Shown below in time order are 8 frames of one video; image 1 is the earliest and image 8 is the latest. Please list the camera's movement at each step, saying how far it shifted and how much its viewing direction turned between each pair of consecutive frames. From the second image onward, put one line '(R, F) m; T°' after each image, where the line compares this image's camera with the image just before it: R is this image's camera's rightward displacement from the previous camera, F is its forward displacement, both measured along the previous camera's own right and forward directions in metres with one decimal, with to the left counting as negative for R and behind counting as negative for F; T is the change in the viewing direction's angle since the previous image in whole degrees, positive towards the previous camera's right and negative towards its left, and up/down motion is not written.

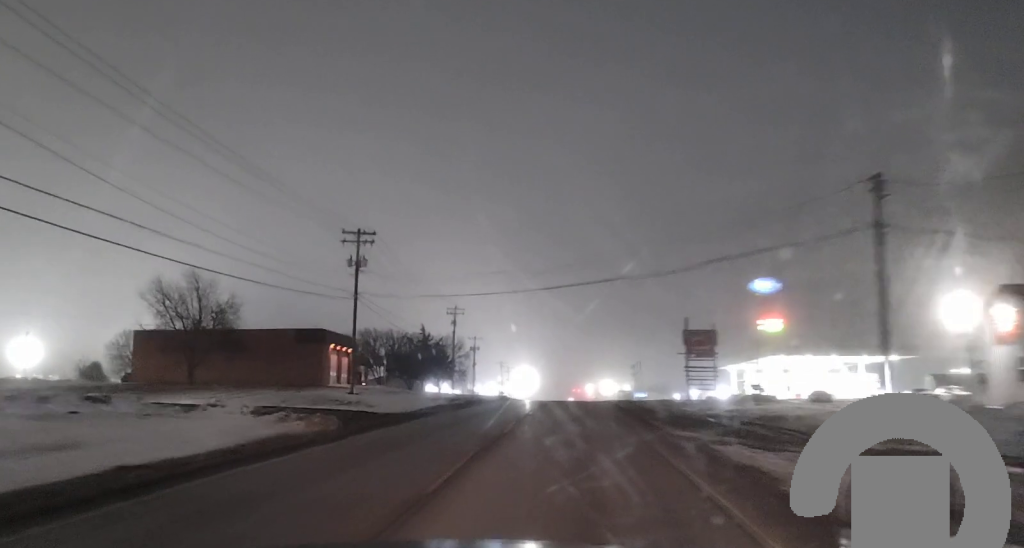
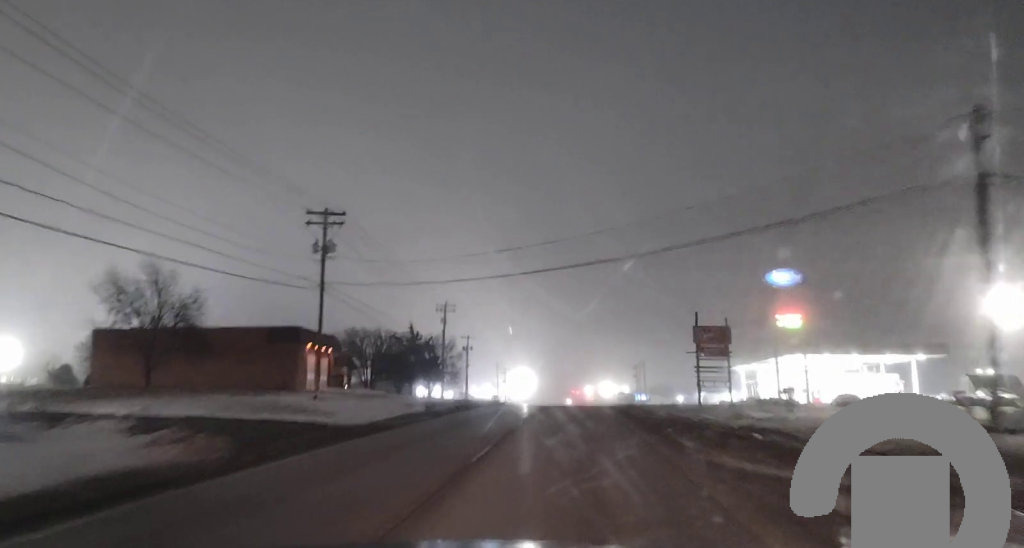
(-0.1, +7.9) m; -1°
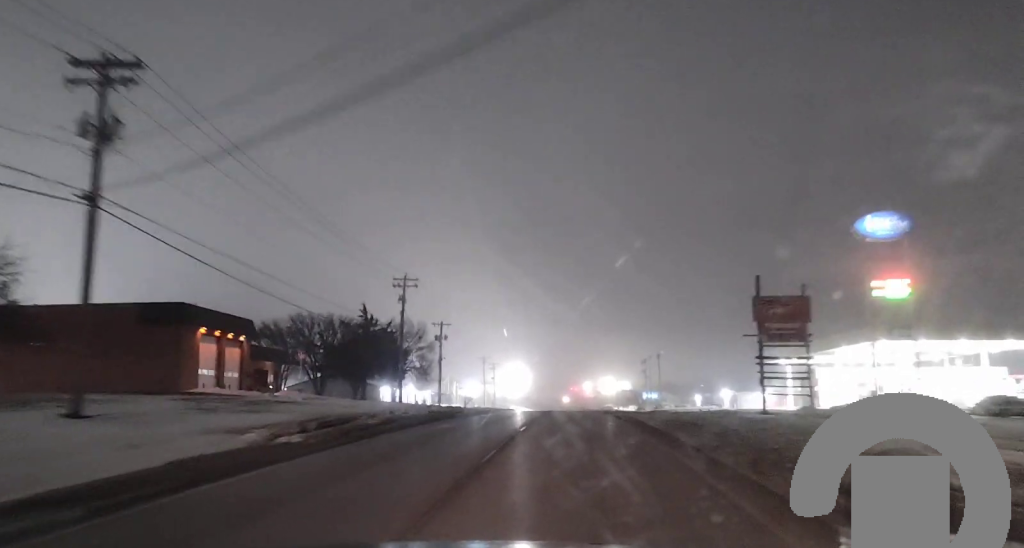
(+0.4, +24.6) m; +1°
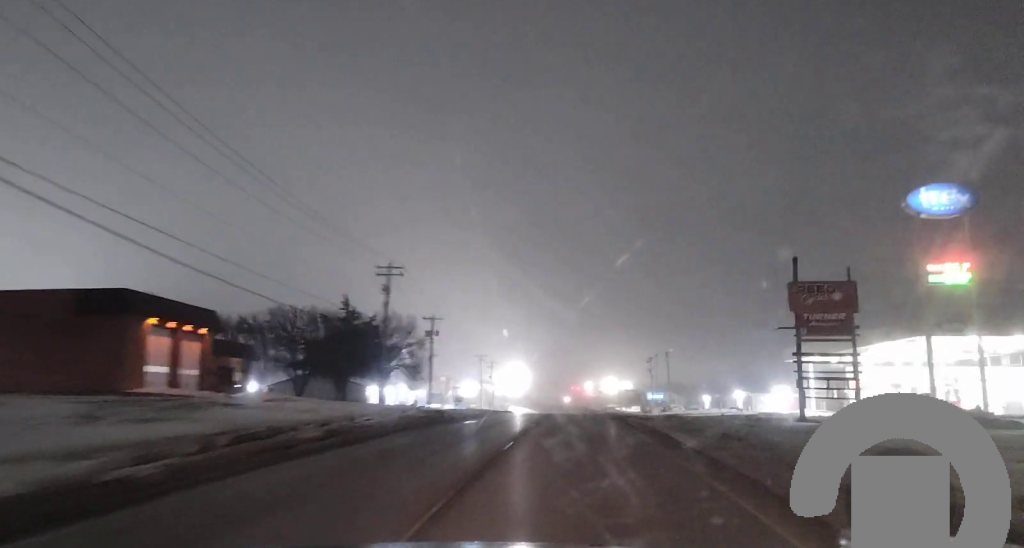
(+0.3, +7.7) m; 0°
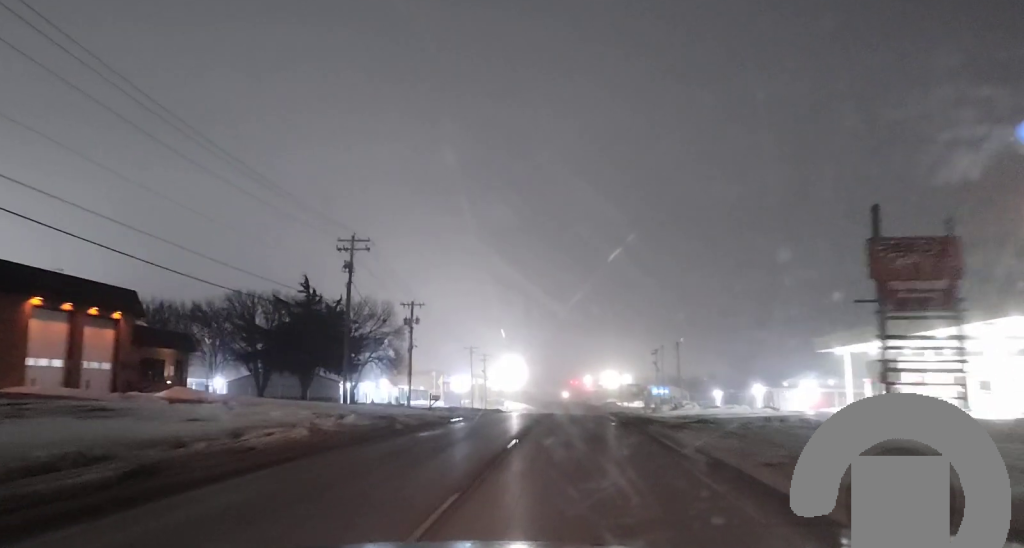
(-0.4, +11.4) m; -1°
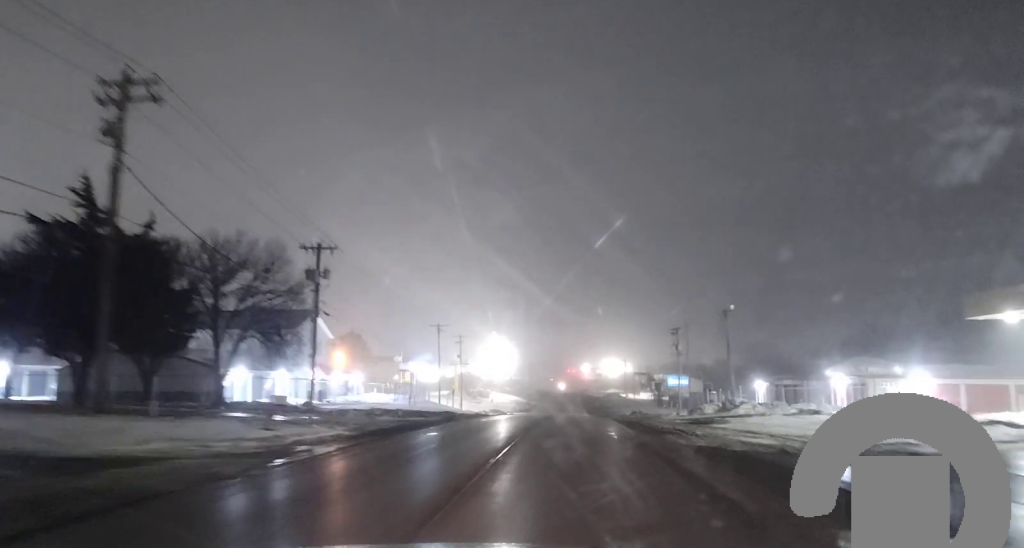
(0.0, +30.0) m; 0°
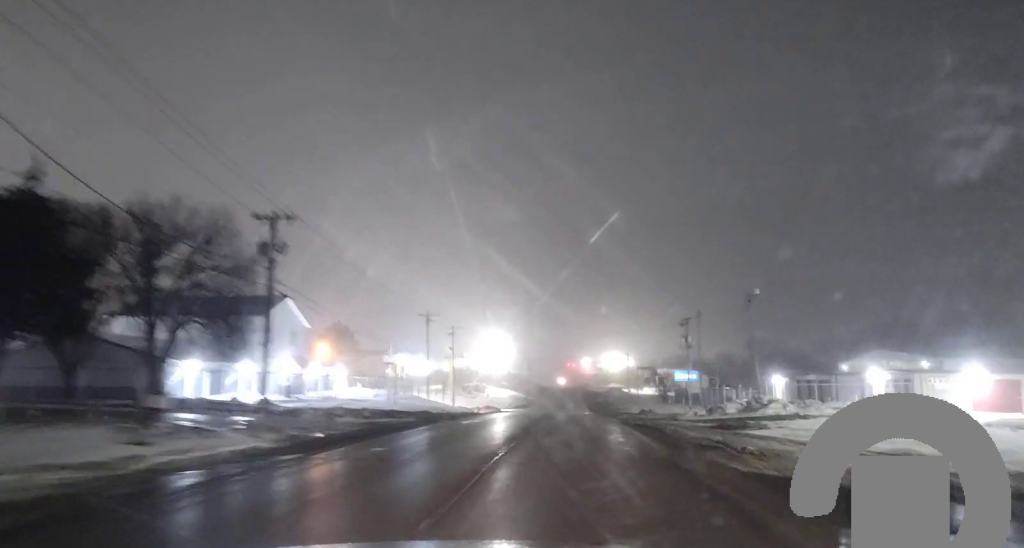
(0.0, +8.7) m; 0°
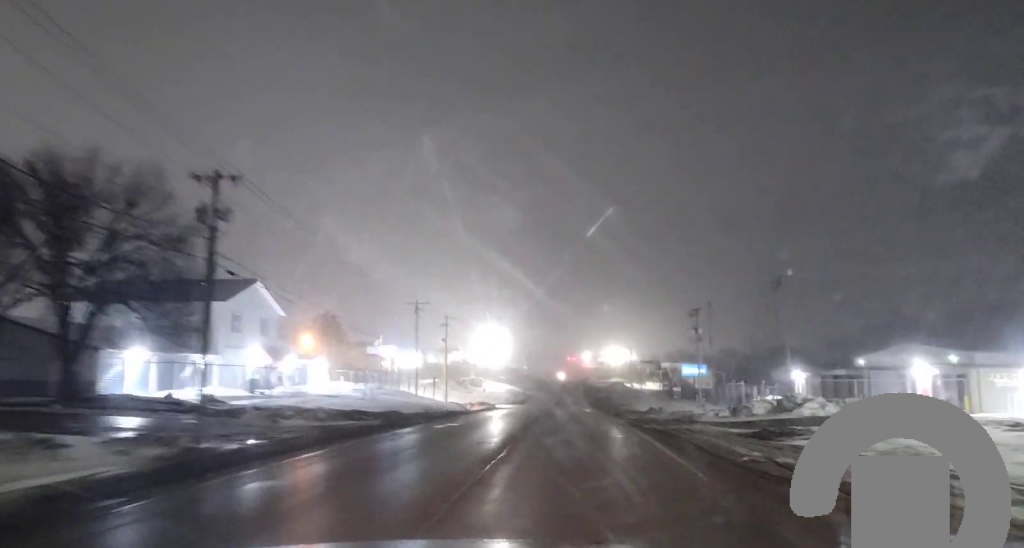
(0.0, +7.4) m; 0°
